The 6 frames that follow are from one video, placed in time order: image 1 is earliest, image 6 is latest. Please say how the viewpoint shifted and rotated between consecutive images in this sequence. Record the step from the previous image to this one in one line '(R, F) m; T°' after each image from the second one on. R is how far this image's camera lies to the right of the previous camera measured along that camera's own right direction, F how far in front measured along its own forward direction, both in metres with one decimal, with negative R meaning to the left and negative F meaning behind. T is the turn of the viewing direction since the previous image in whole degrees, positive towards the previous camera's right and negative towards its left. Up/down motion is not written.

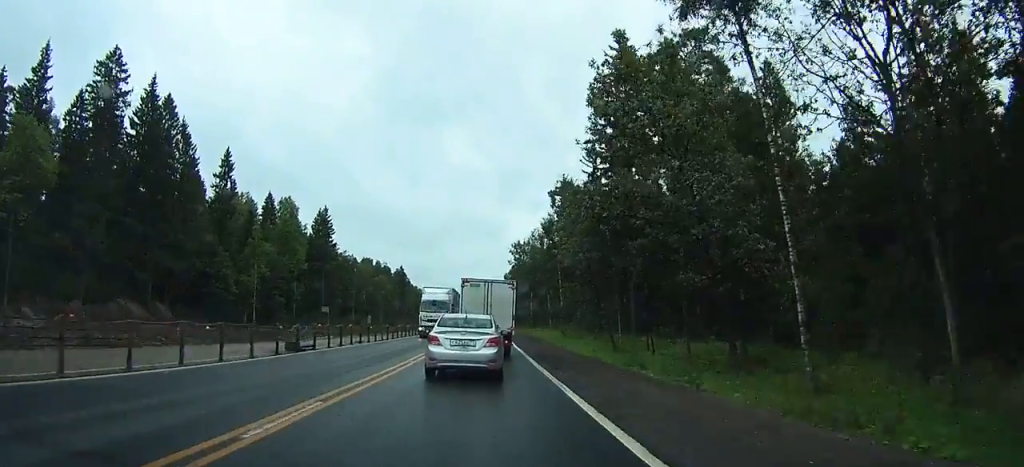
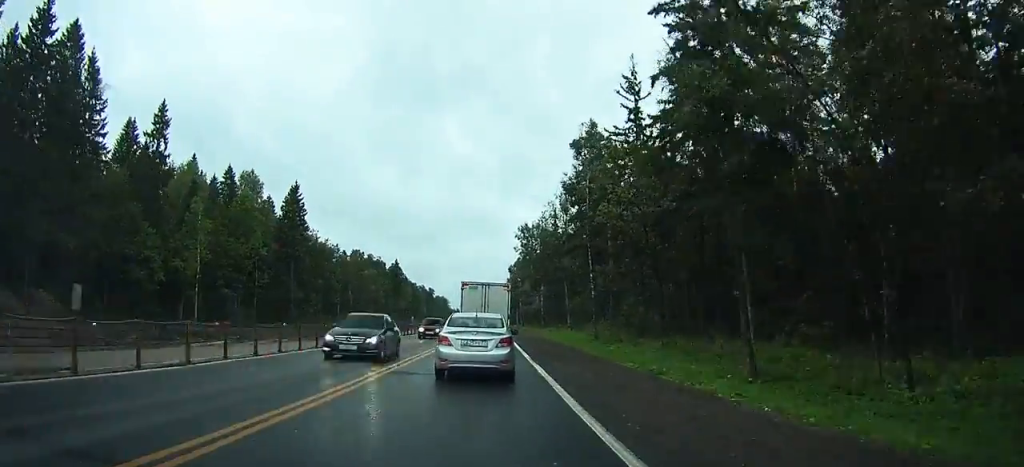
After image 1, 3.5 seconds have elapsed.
(+0.7, +23.8) m; -2°
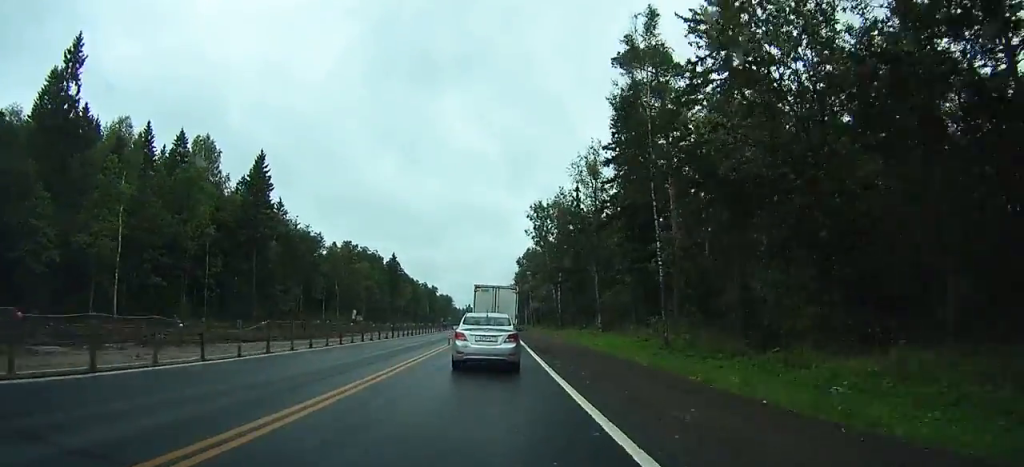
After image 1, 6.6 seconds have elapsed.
(-0.9, +21.5) m; -4°
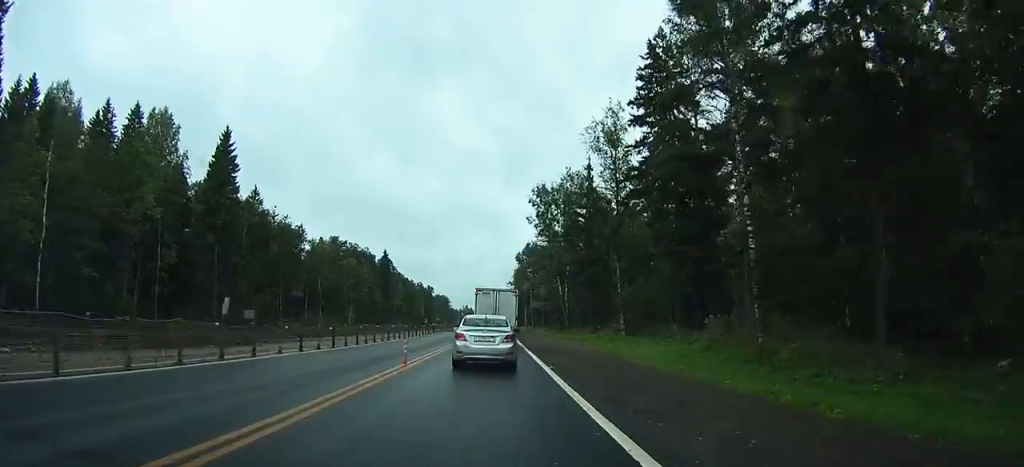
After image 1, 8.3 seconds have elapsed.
(-0.2, +13.0) m; -2°
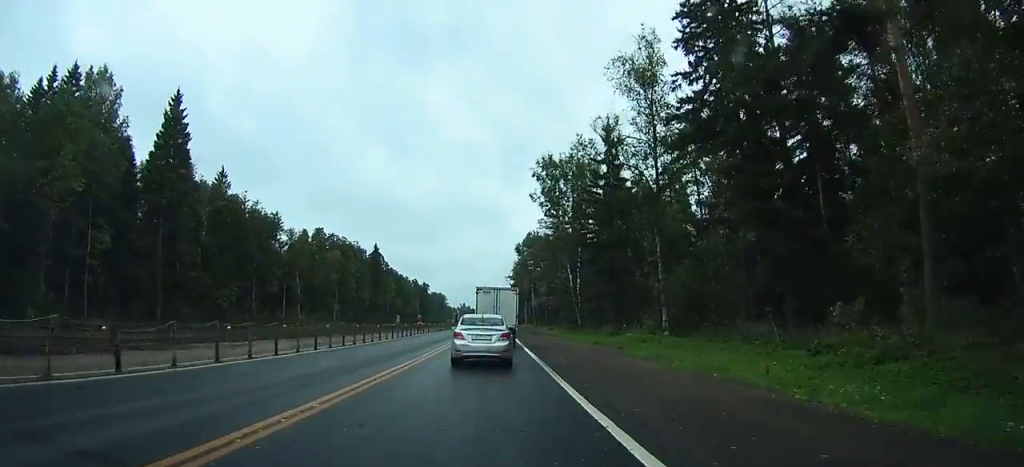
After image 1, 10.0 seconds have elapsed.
(-0.3, +14.9) m; -1°
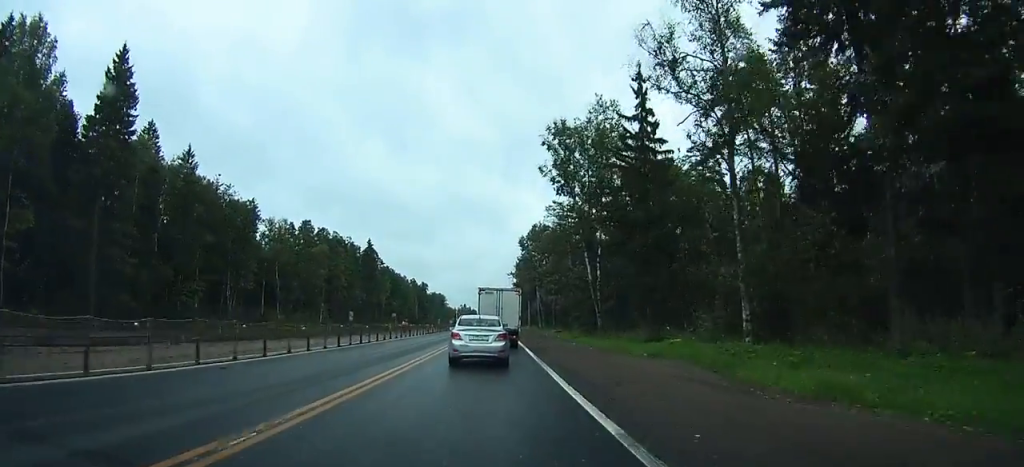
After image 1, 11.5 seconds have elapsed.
(0.0, +14.1) m; 0°
